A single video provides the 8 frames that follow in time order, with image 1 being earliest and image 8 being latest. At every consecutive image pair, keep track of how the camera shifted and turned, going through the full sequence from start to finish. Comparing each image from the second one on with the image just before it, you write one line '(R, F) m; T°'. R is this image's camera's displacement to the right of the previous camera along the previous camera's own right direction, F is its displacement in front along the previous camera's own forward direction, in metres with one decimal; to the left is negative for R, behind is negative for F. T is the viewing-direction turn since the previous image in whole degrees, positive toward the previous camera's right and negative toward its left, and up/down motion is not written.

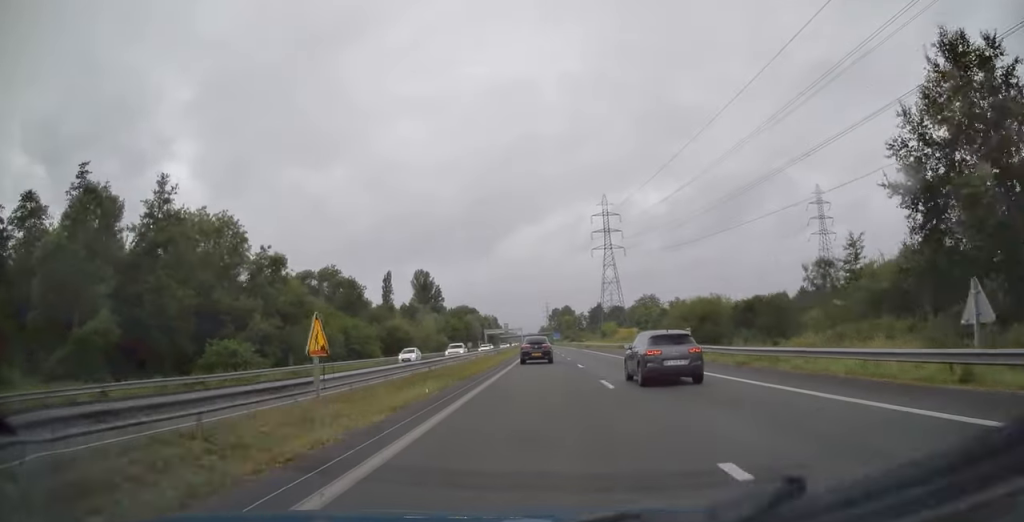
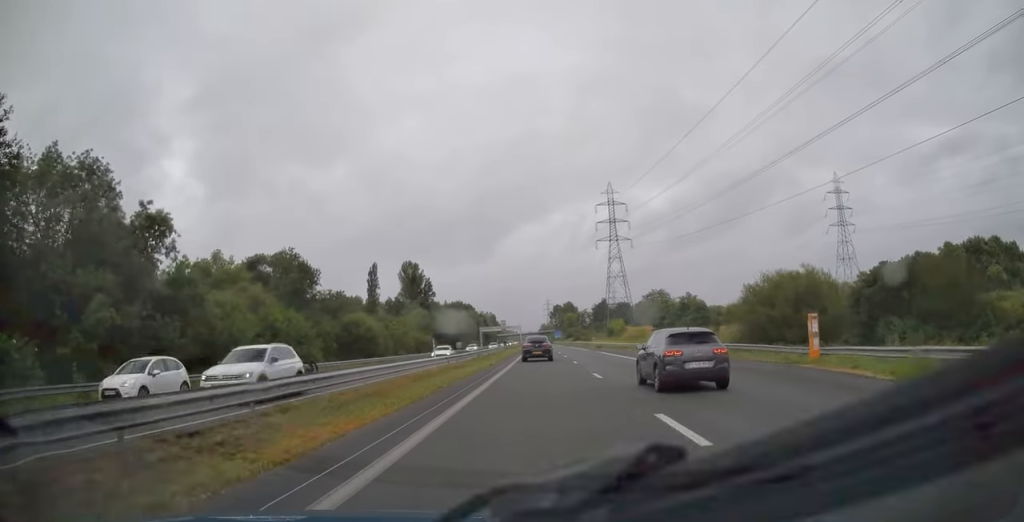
(-0.1, +22.1) m; 0°
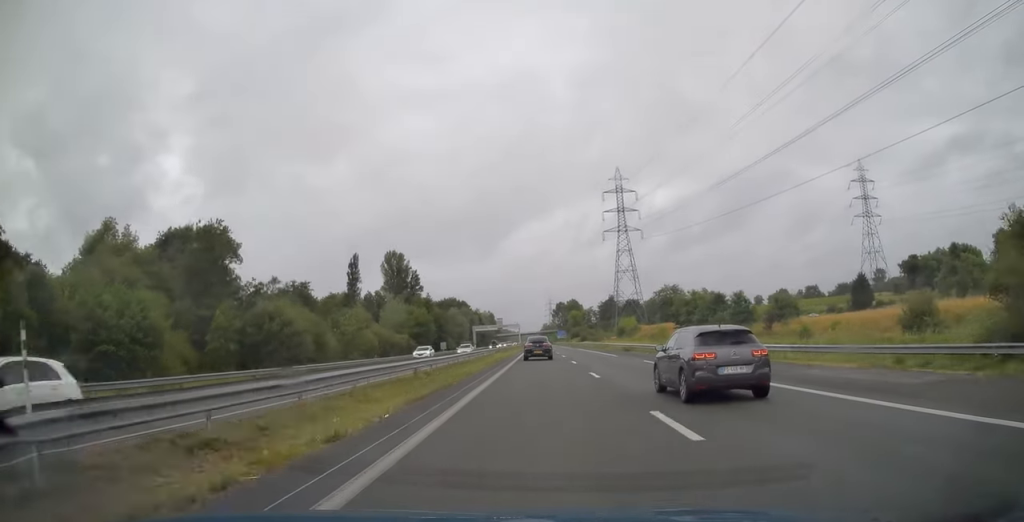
(-0.1, +25.4) m; 0°
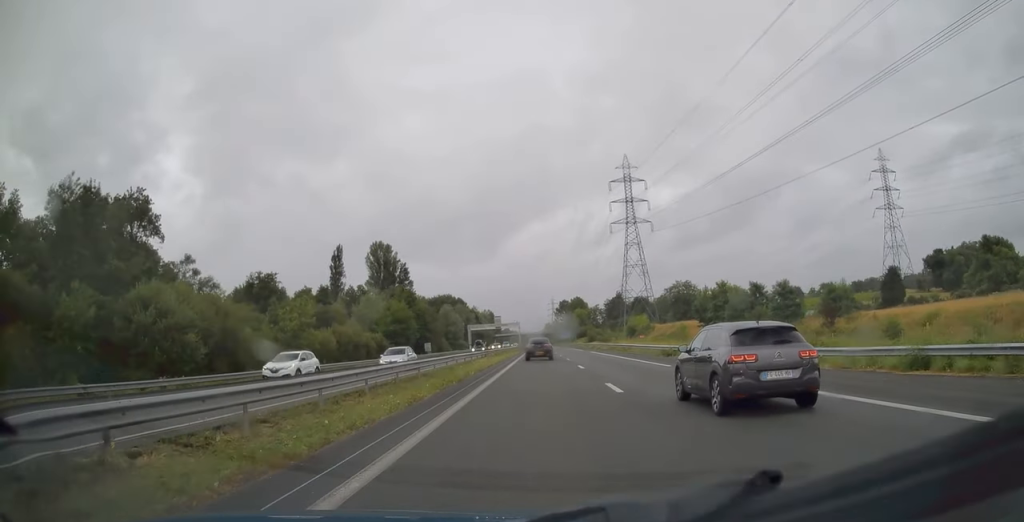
(0.0, +18.6) m; 0°
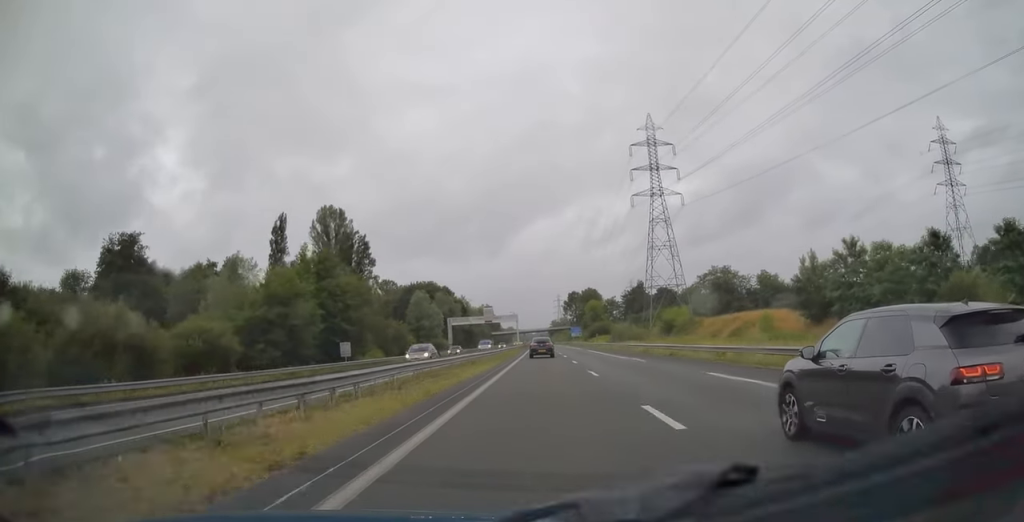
(-0.3, +44.9) m; 0°
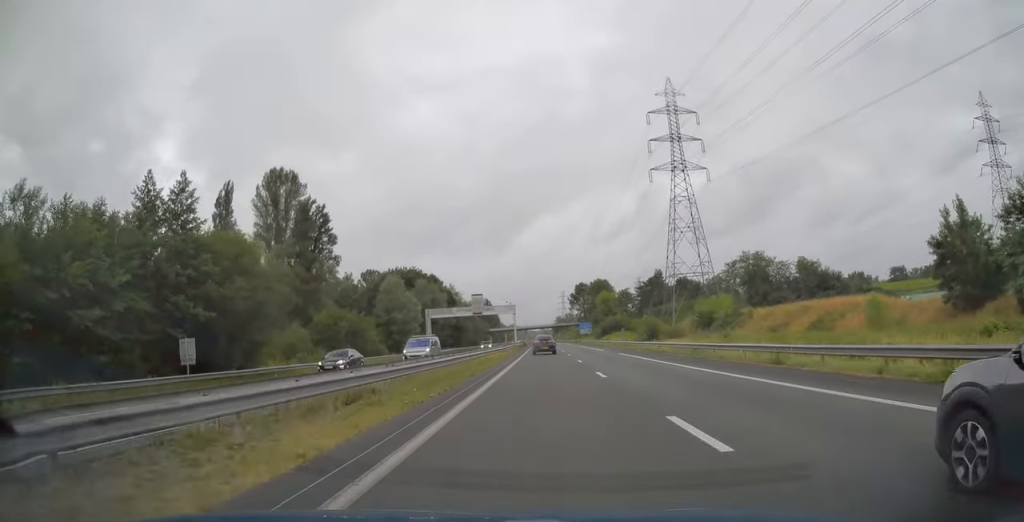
(0.0, +27.3) m; 0°
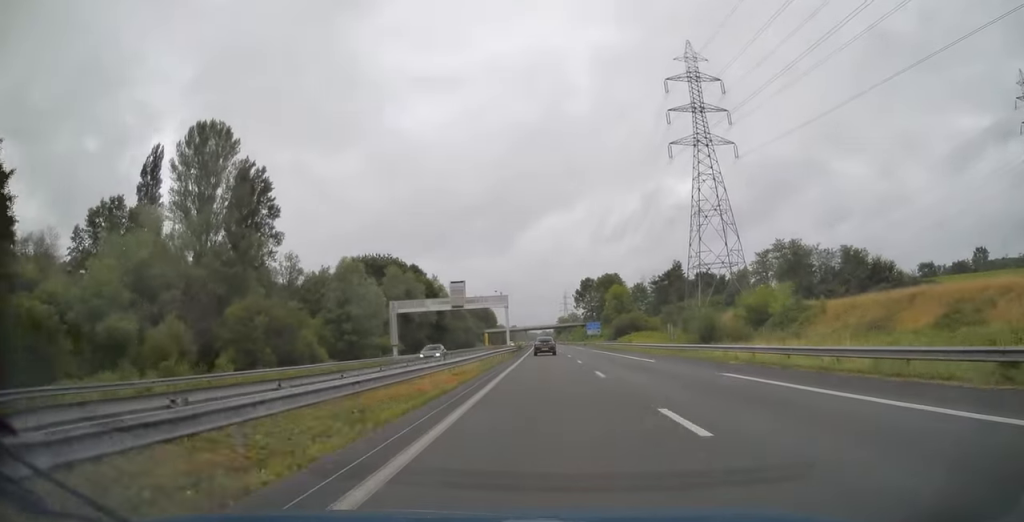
(0.0, +24.3) m; 0°
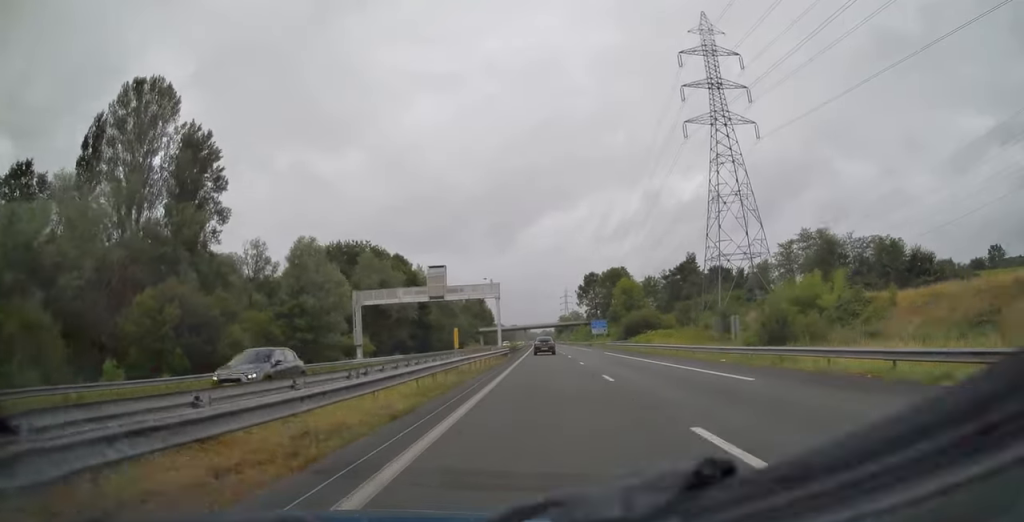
(0.0, +14.7) m; 0°
